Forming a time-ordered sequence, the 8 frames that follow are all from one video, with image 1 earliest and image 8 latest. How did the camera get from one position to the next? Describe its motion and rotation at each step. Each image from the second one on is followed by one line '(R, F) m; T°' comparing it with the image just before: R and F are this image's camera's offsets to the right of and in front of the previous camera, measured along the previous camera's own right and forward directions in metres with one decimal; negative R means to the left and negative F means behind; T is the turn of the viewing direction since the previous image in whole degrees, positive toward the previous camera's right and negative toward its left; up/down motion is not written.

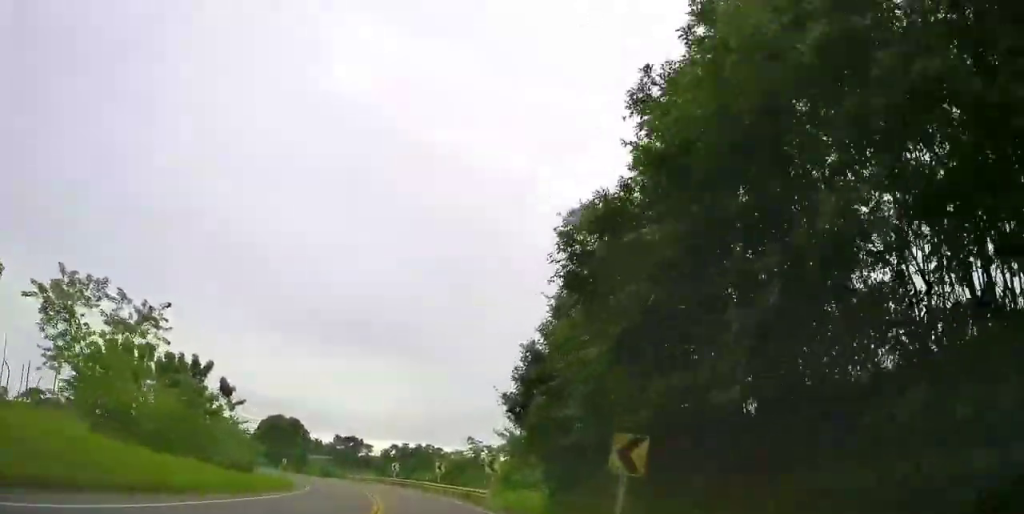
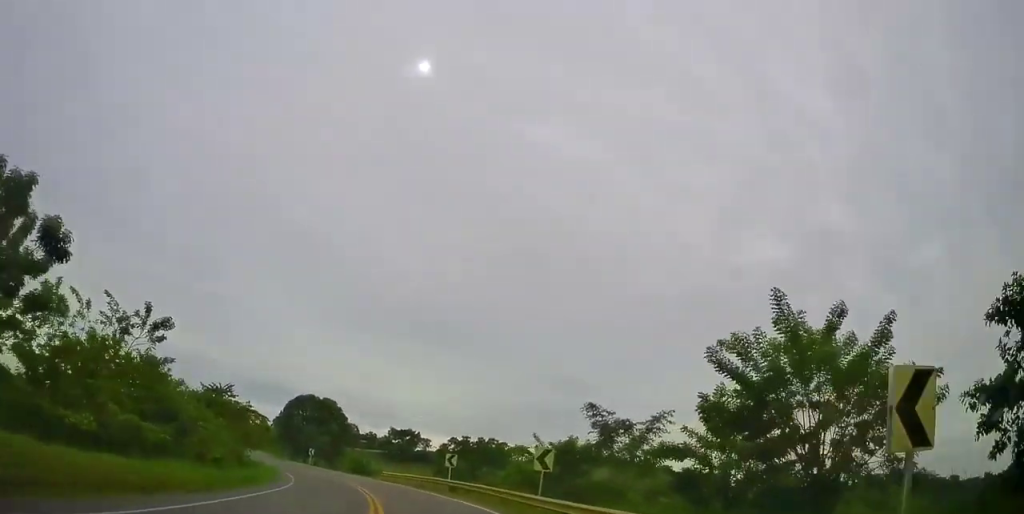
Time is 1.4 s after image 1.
(-0.3, +21.9) m; -2°
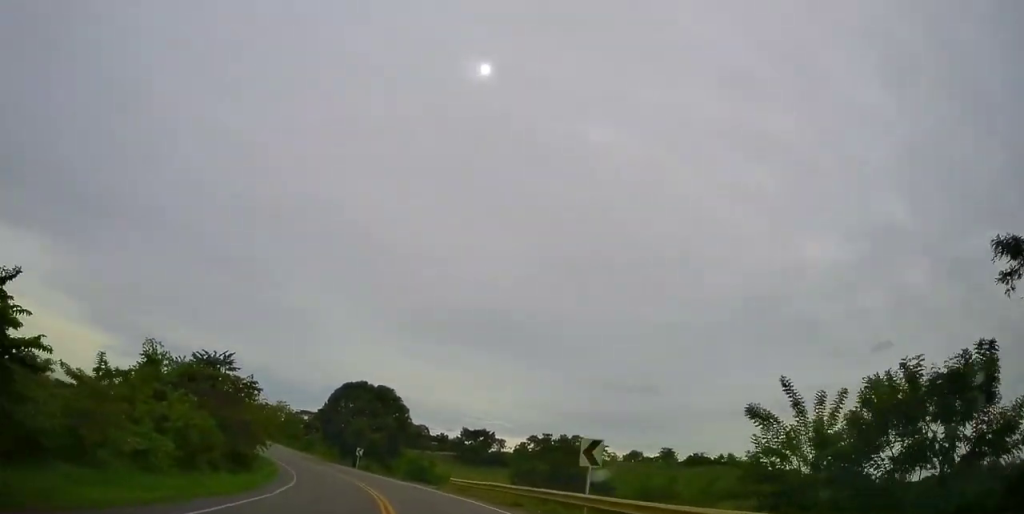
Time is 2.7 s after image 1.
(-0.5, +18.2) m; -3°
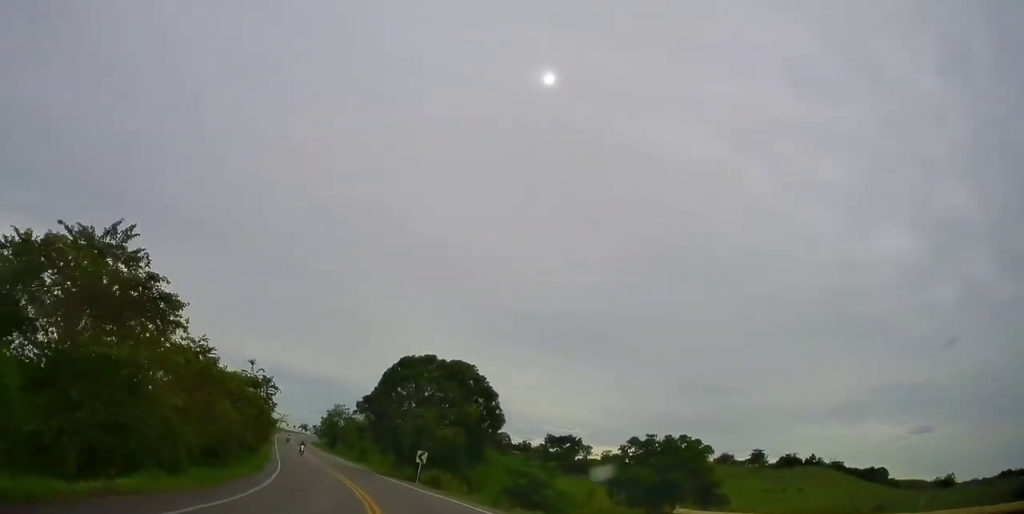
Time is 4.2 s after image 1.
(-1.4, +22.1) m; -9°
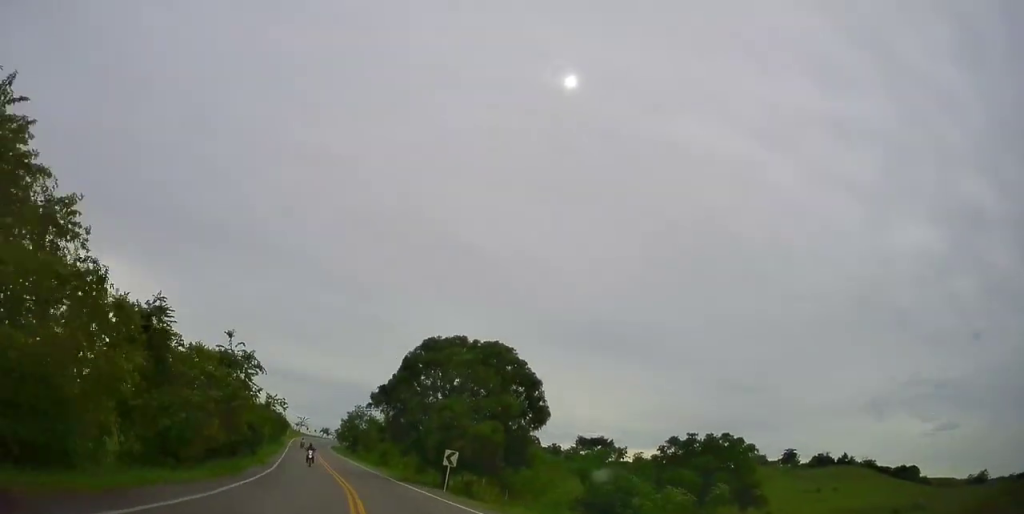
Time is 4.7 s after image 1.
(-0.3, +7.6) m; -3°
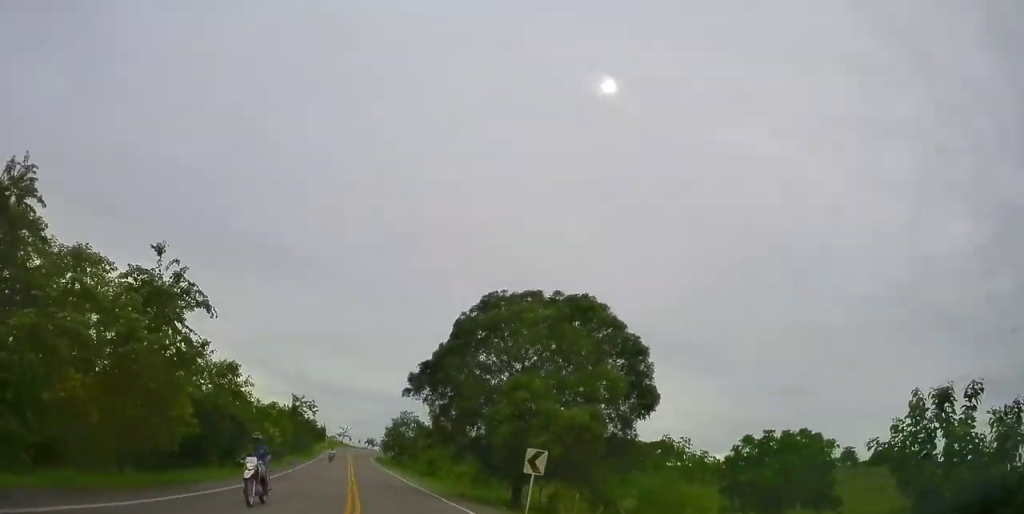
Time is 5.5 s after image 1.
(-0.3, +11.2) m; -4°
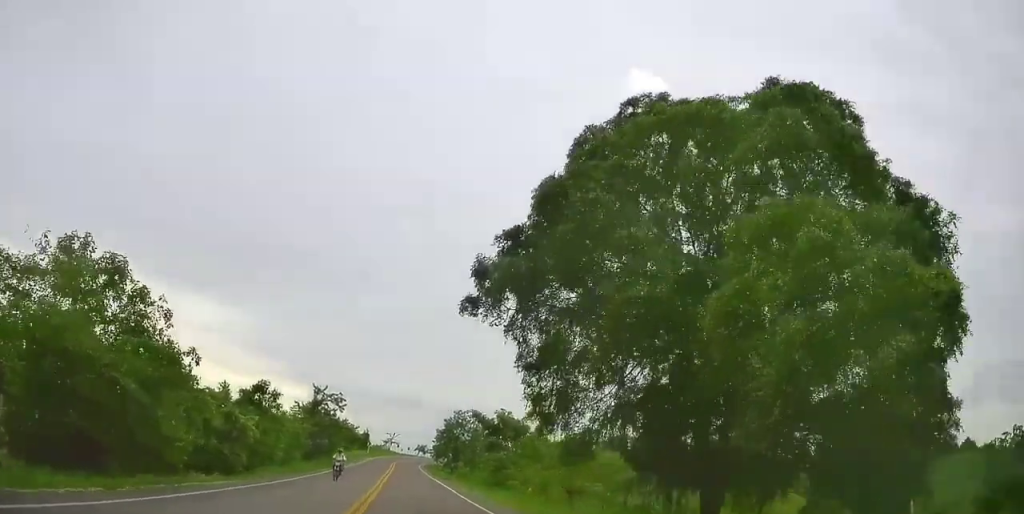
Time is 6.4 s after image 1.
(-0.9, +14.6) m; -4°
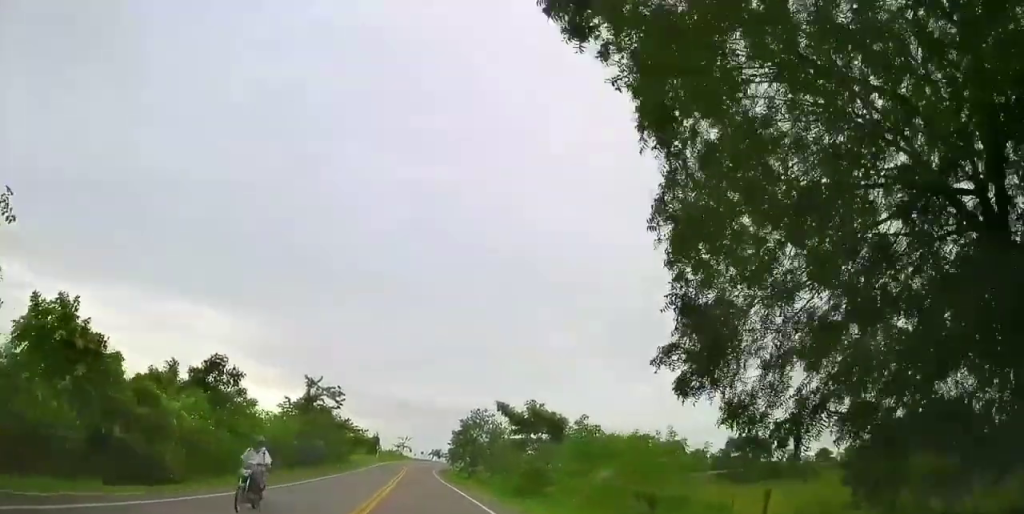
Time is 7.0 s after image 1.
(+0.1, +8.3) m; -3°
